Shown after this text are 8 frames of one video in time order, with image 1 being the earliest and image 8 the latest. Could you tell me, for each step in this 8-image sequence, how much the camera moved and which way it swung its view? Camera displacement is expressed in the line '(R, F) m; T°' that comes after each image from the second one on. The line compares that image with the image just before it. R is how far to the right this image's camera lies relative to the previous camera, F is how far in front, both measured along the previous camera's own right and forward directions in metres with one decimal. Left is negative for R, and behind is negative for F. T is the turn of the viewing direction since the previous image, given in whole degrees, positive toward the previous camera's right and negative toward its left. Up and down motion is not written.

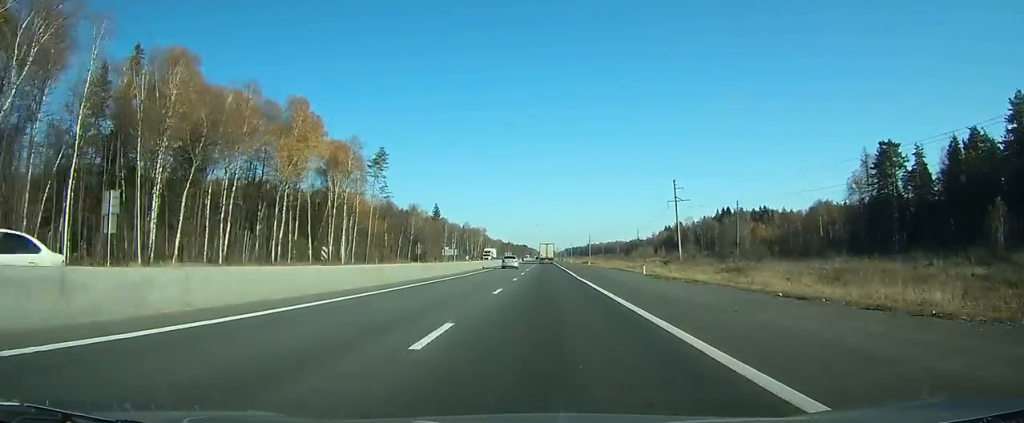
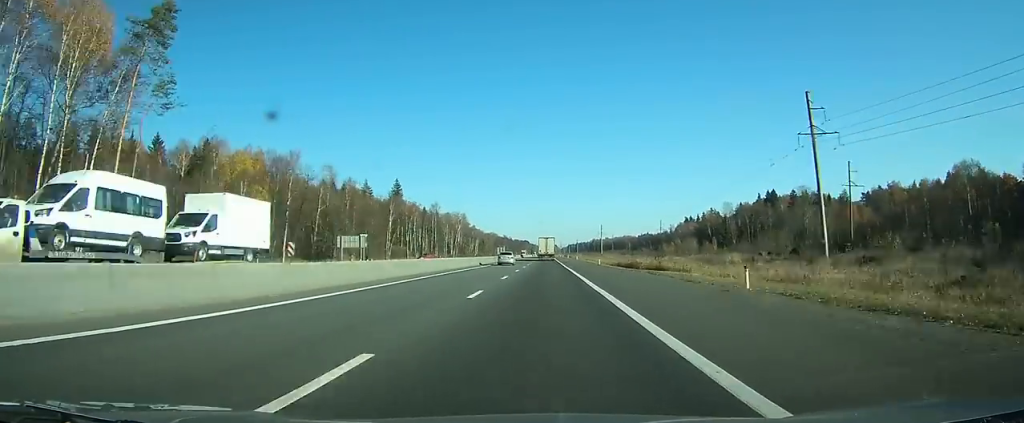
(+0.1, +73.2) m; 0°
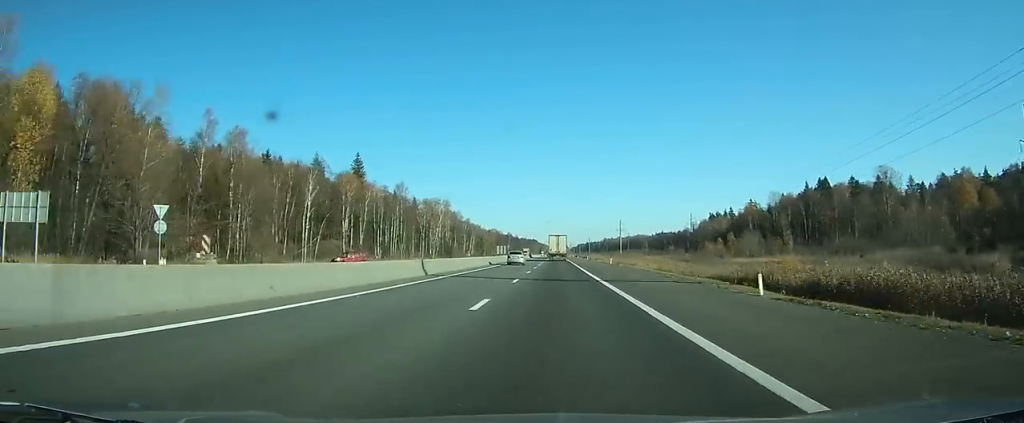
(-0.1, +53.2) m; 0°
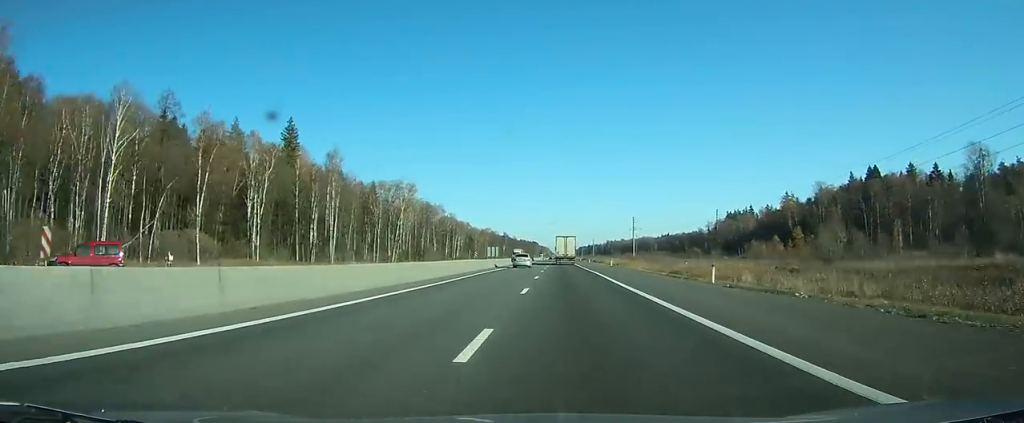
(-0.2, +43.7) m; 0°
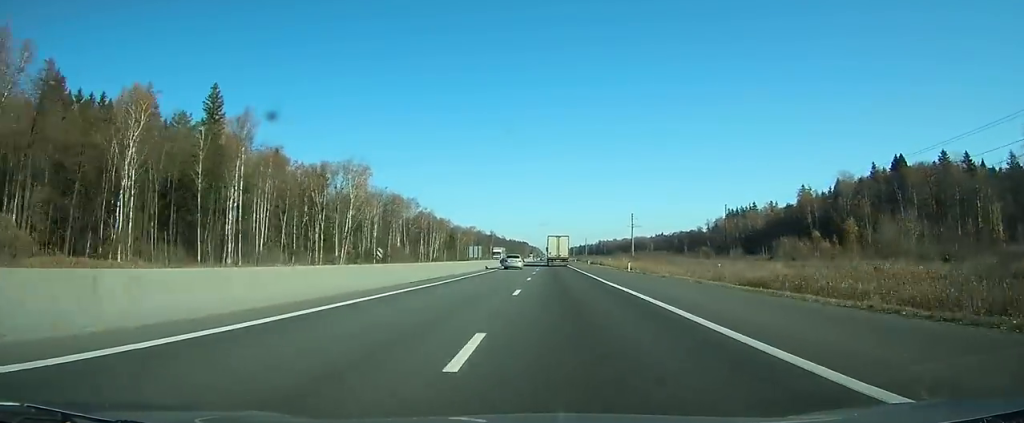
(+0.1, +24.6) m; 0°
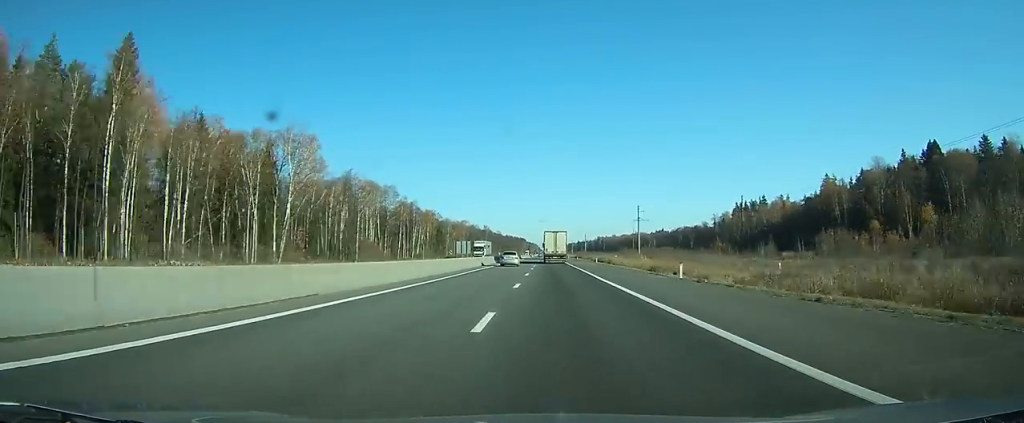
(+0.1, +20.9) m; 0°
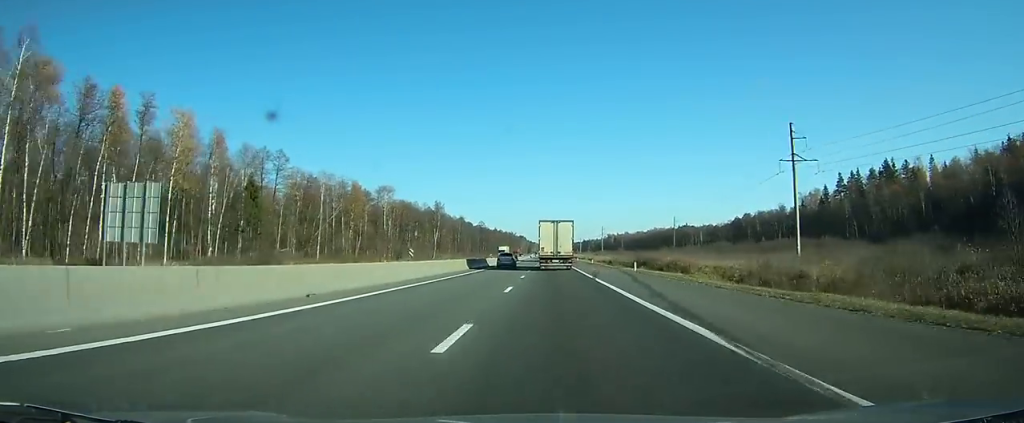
(0.0, +129.4) m; 0°
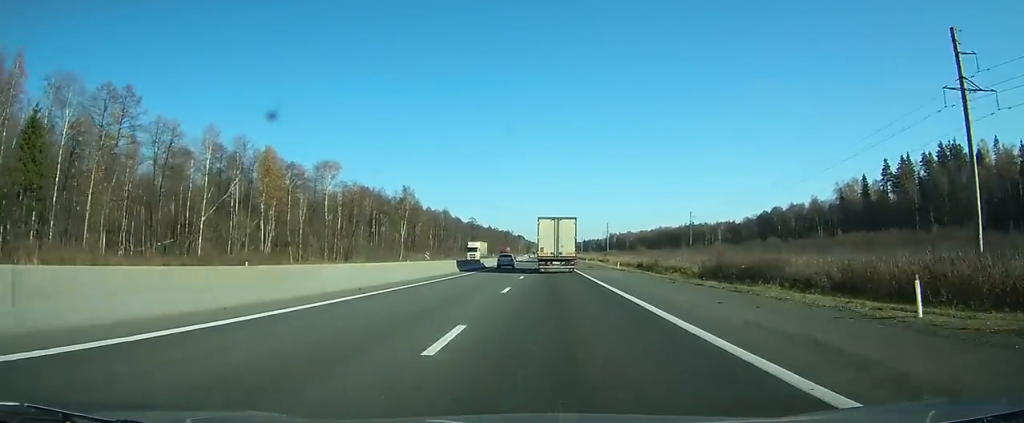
(+0.1, +38.1) m; 0°
